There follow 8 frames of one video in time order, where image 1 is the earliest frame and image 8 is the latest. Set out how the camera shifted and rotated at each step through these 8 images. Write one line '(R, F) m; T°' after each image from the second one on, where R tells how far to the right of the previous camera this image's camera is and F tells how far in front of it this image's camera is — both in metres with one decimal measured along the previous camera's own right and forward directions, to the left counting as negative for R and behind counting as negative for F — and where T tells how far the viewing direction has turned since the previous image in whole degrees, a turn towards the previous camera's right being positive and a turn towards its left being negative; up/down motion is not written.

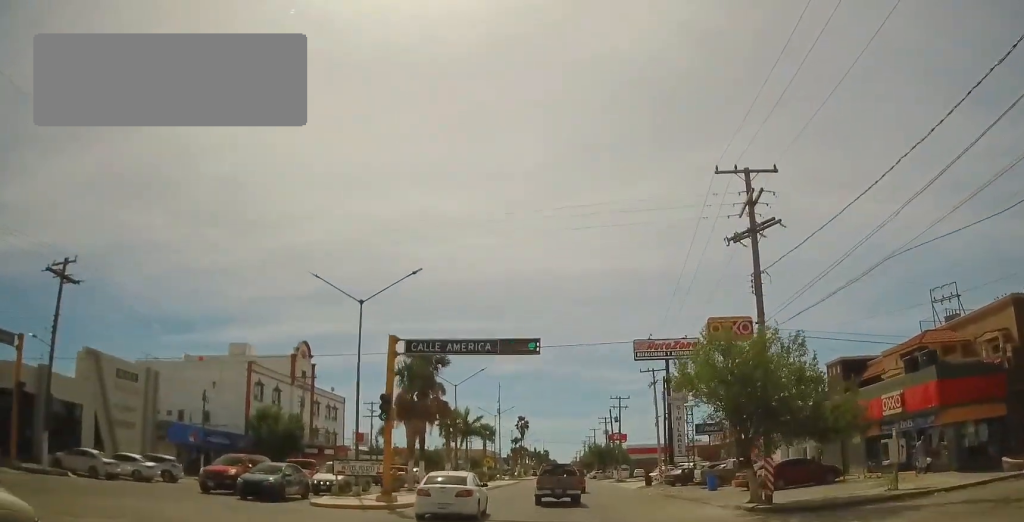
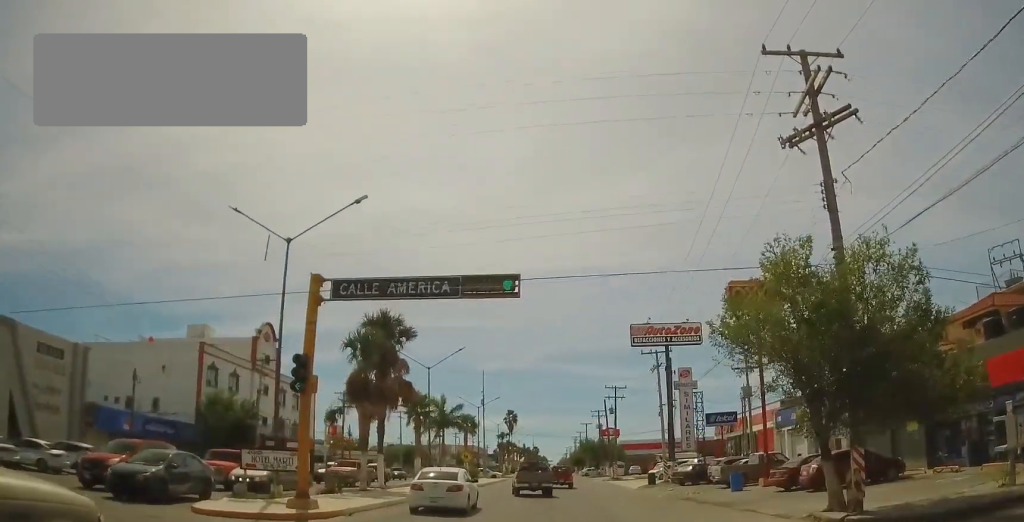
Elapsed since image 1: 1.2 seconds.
(0.0, +7.6) m; 0°
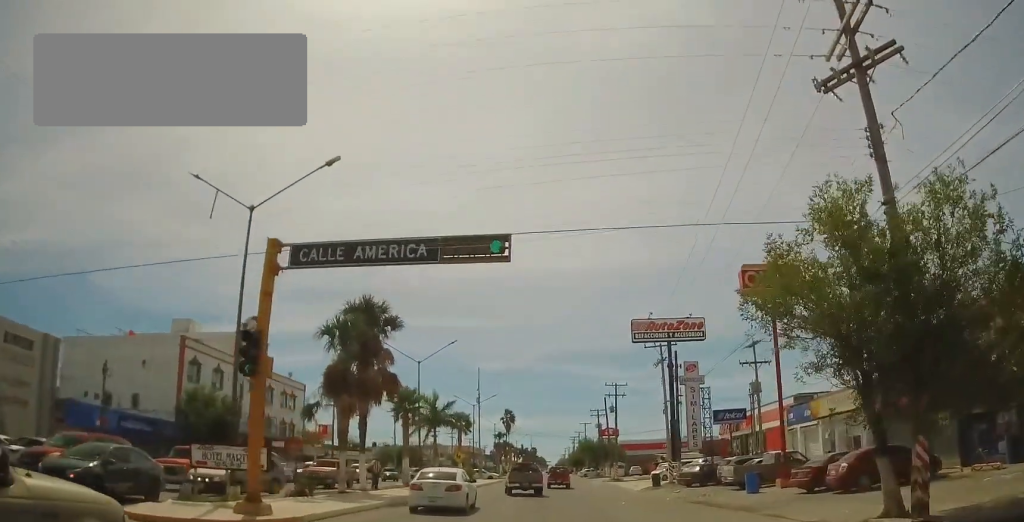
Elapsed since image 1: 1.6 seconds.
(0.0, +3.0) m; 0°
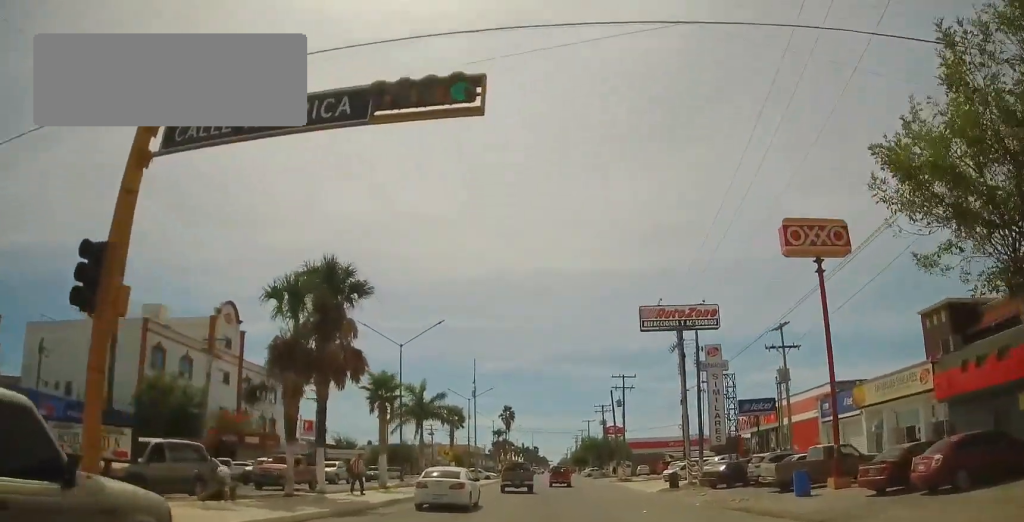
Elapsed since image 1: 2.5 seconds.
(0.0, +6.0) m; 0°
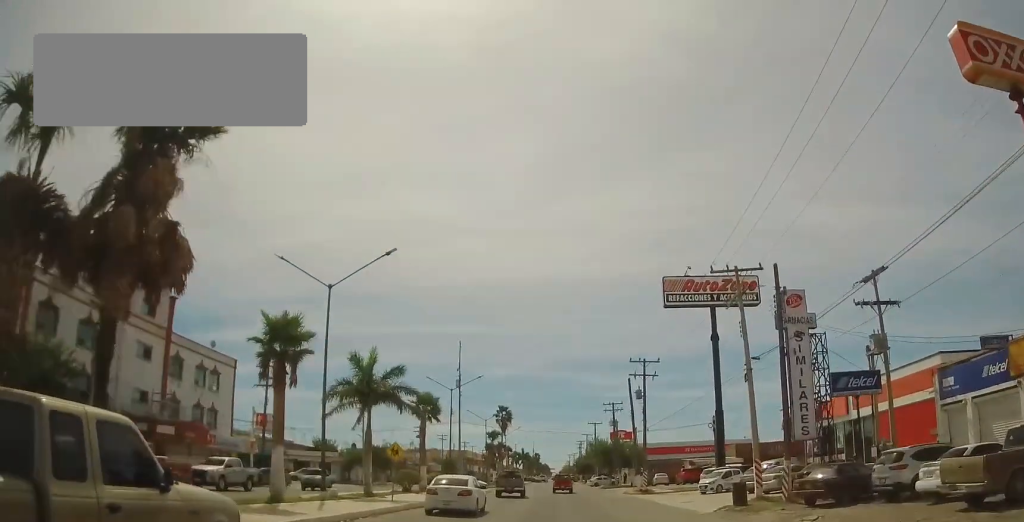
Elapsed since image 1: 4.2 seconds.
(0.0, +13.9) m; 0°
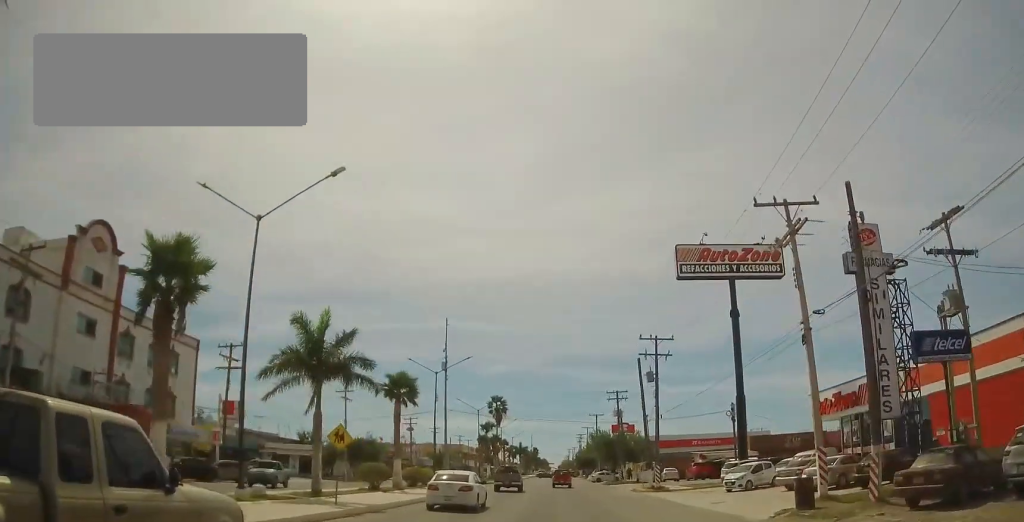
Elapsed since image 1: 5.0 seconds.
(0.0, +6.8) m; +3°
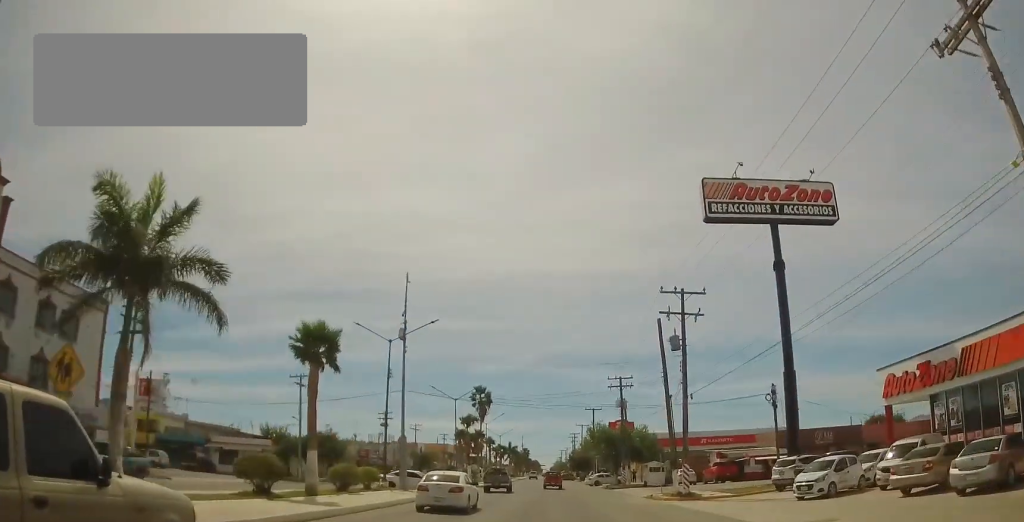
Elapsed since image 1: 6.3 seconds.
(+0.5, +11.5) m; 0°
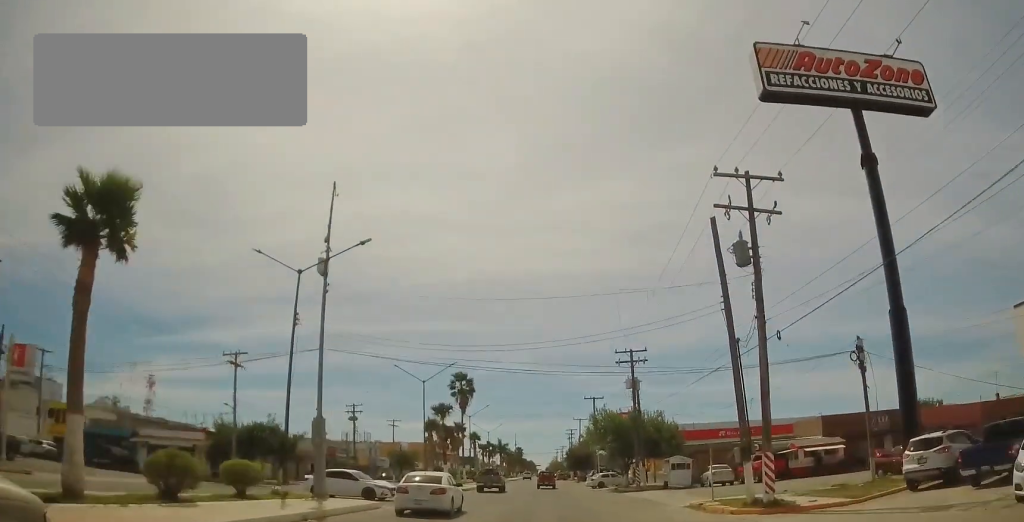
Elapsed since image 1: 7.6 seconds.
(-0.3, +13.0) m; 0°
